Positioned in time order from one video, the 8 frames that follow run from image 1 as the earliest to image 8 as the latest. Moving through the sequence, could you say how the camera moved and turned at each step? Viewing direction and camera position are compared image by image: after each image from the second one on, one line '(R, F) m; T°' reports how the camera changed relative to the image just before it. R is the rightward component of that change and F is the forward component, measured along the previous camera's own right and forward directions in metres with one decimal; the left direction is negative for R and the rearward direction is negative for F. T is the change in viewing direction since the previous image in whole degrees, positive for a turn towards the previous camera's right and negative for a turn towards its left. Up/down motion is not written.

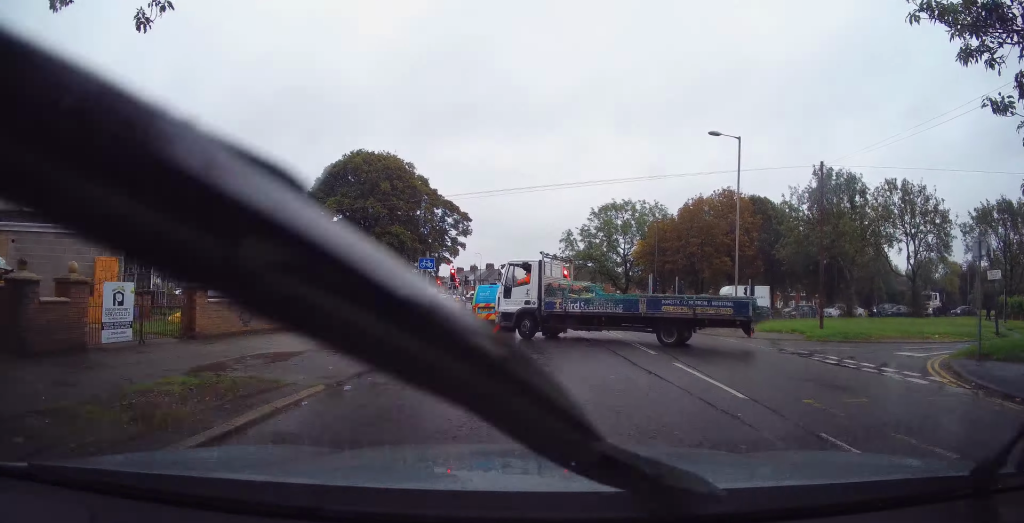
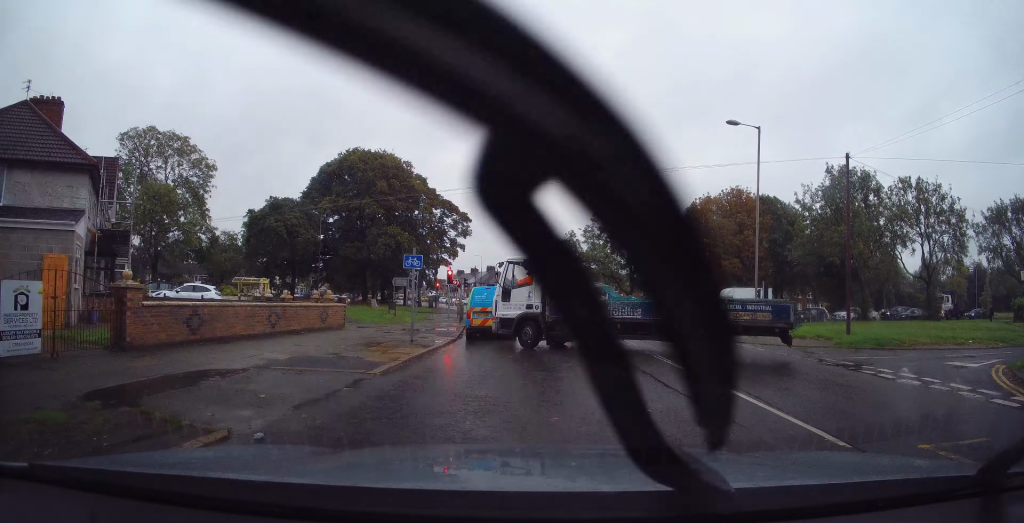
(-0.1, +3.0) m; -7°
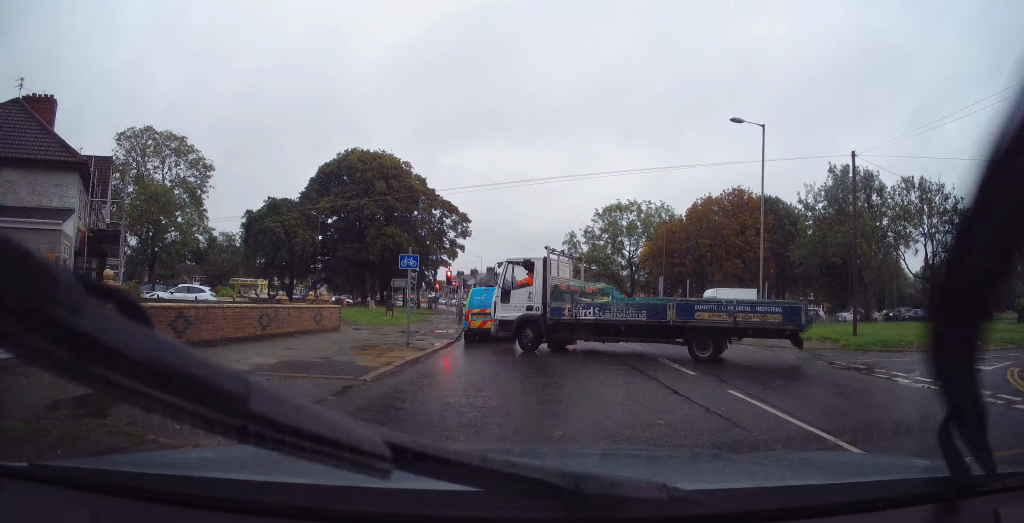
(-0.3, +0.7) m; 0°
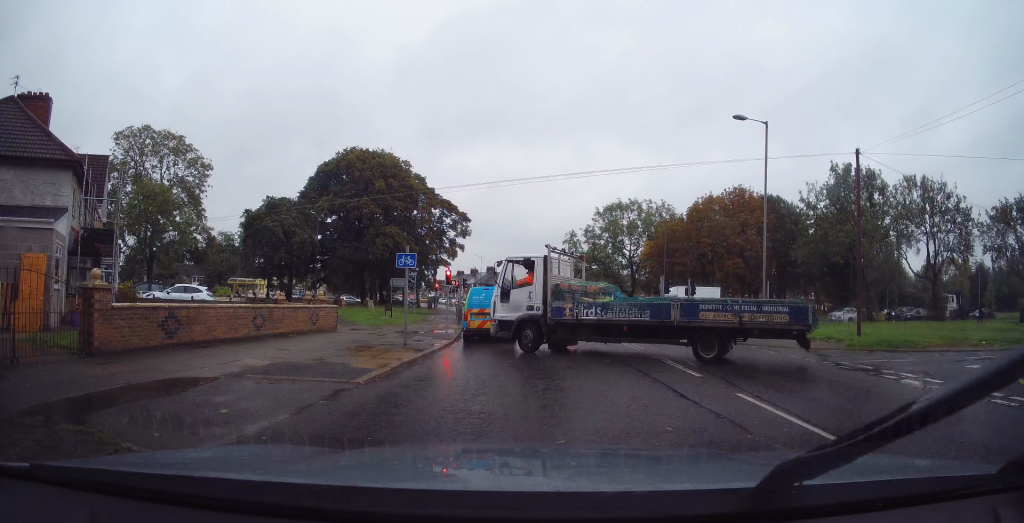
(-0.2, +0.3) m; 0°
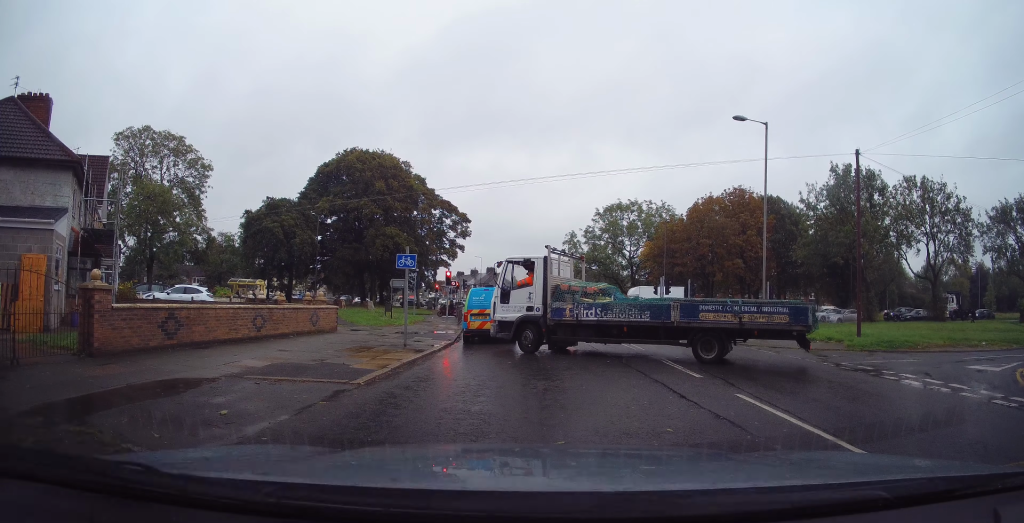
(0.0, 0.0) m; 0°
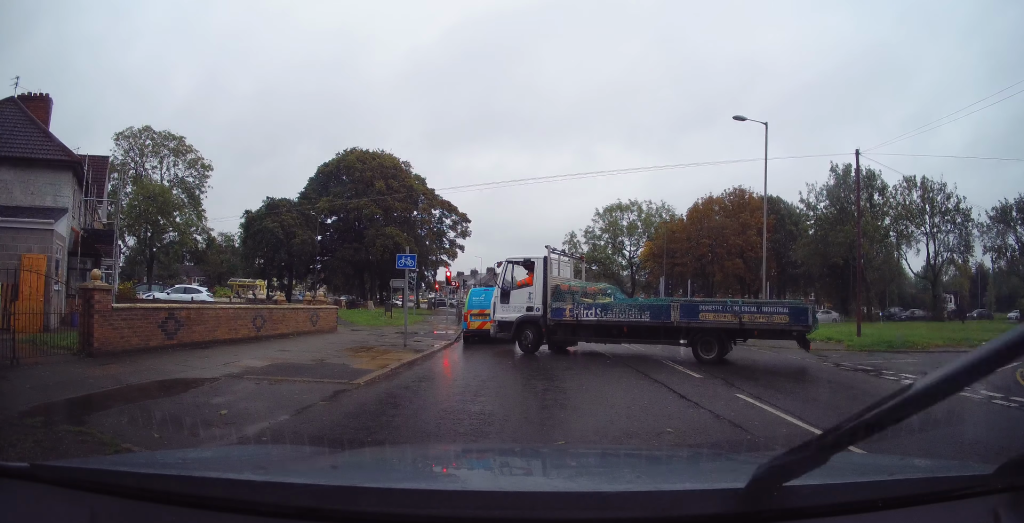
(0.0, 0.0) m; 0°
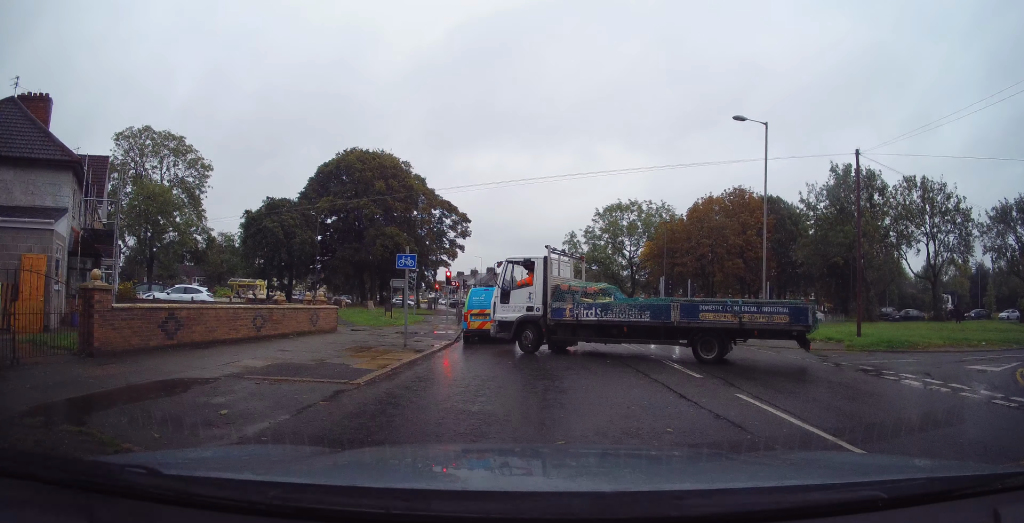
(0.0, 0.0) m; 0°
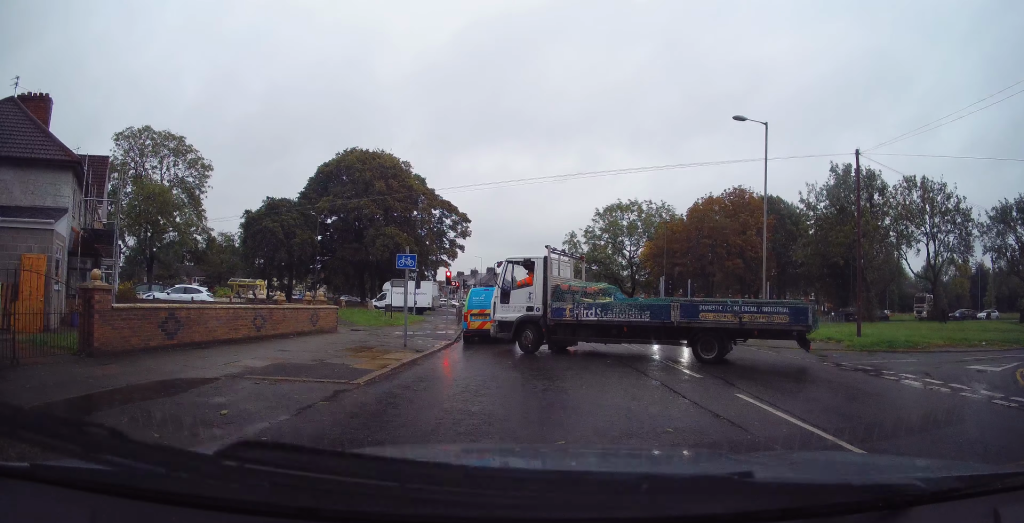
(0.0, 0.0) m; 0°
